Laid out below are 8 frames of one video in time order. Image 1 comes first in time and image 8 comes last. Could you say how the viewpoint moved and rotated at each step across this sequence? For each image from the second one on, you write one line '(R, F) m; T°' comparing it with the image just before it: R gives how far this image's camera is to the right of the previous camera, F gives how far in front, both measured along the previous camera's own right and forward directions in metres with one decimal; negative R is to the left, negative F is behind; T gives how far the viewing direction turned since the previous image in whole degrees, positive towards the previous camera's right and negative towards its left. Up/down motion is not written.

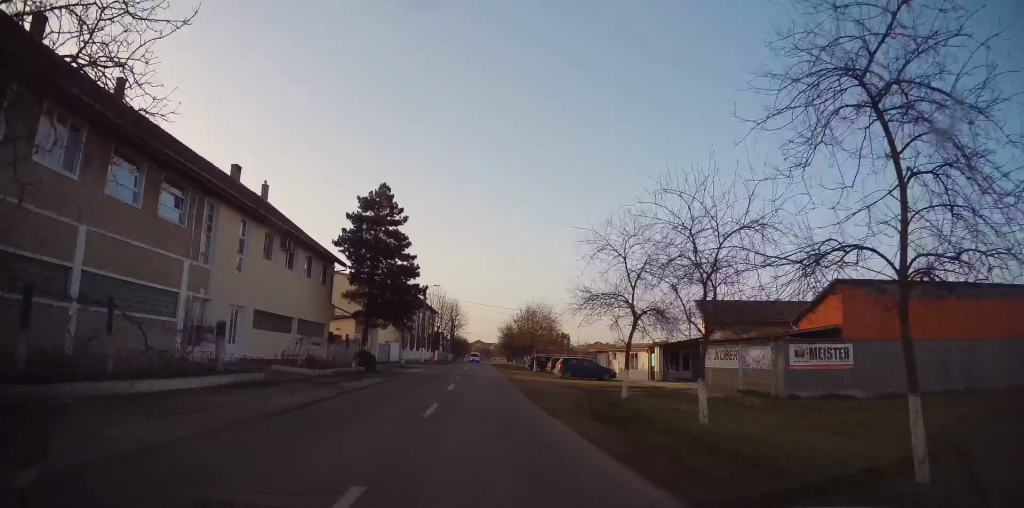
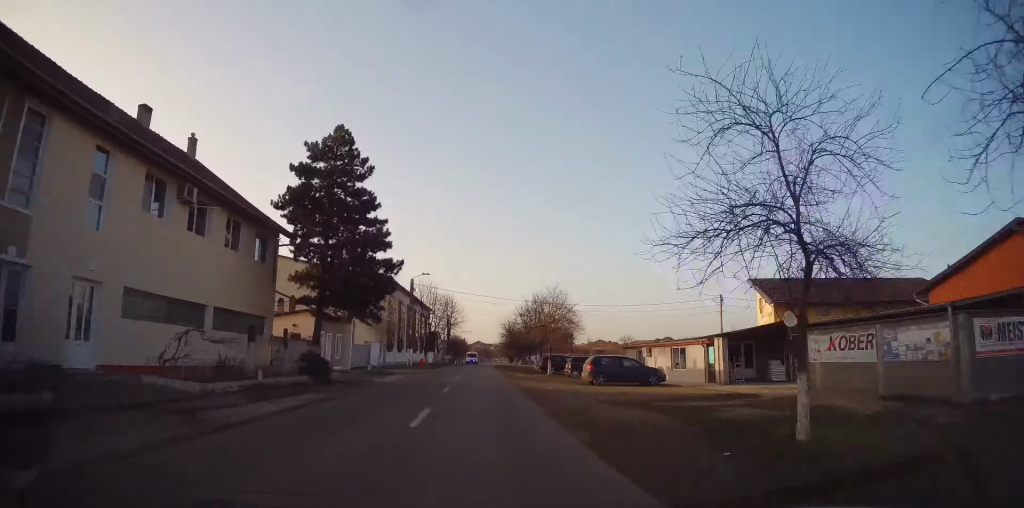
(-0.1, +10.1) m; 0°
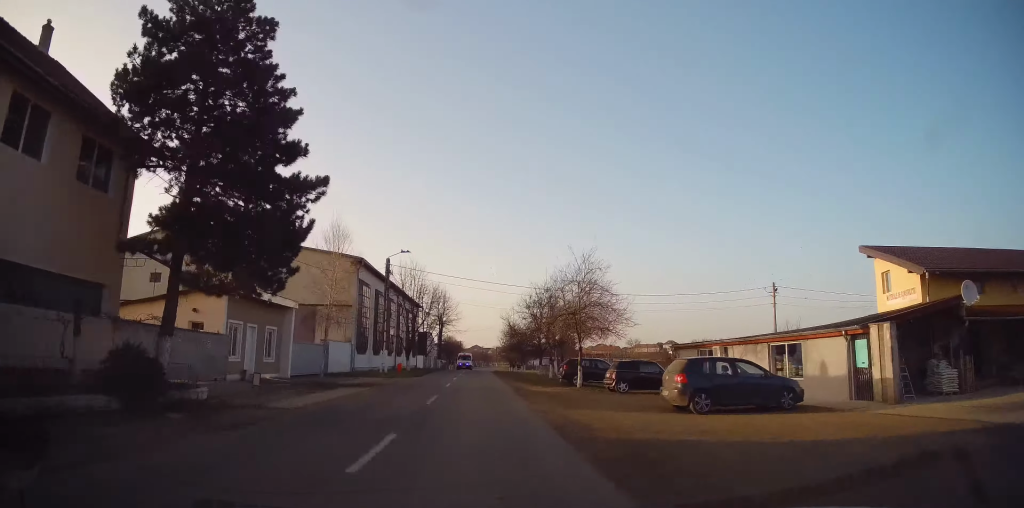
(+0.2, +12.4) m; +1°
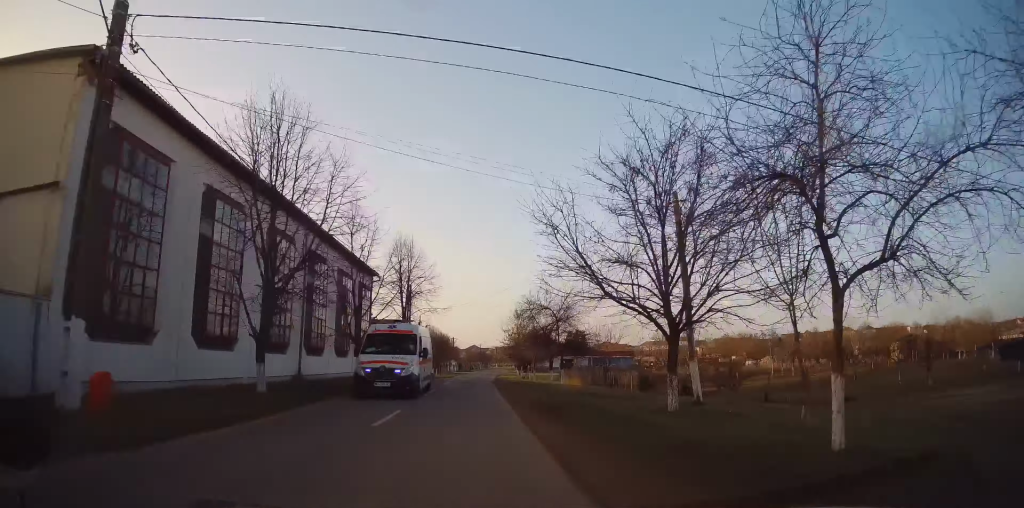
(0.0, +31.9) m; 0°
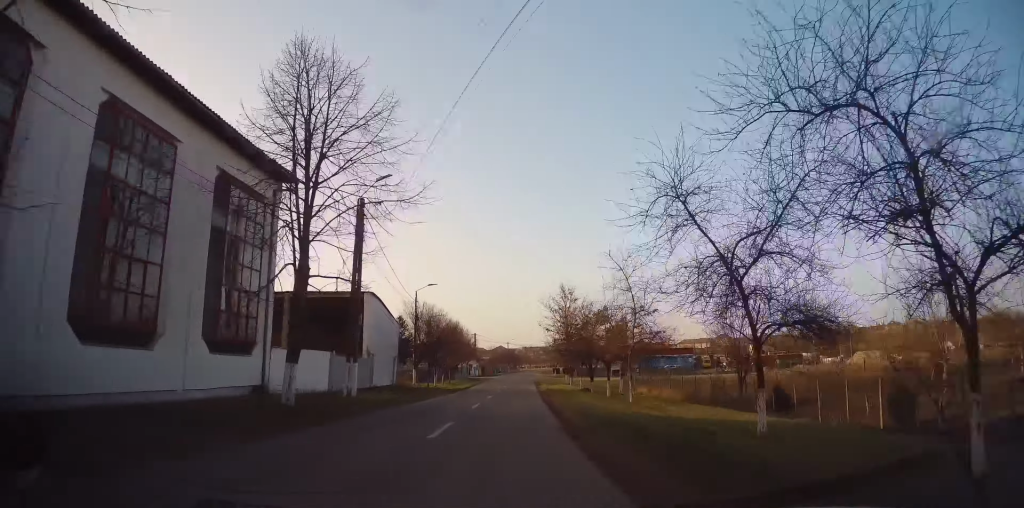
(-0.1, +26.4) m; -1°
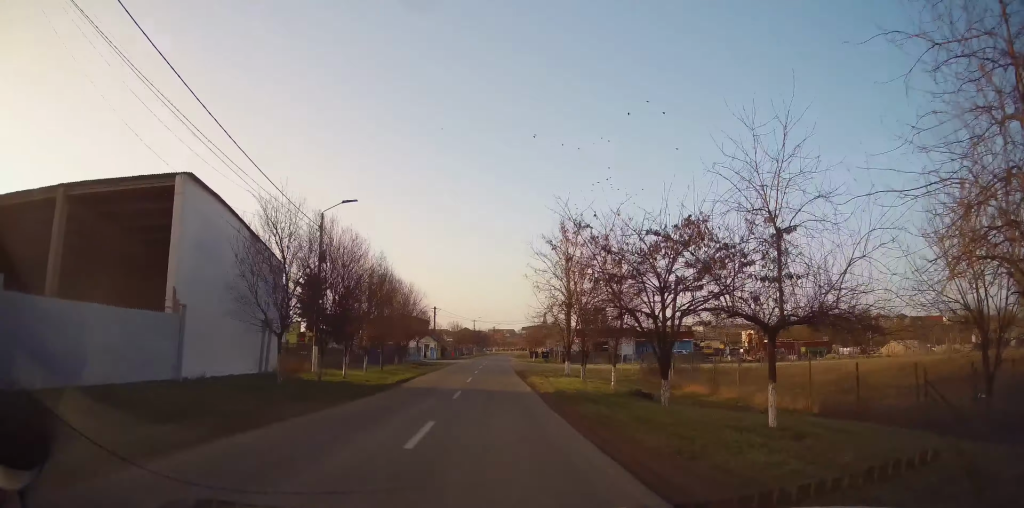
(-0.1, +19.5) m; +1°
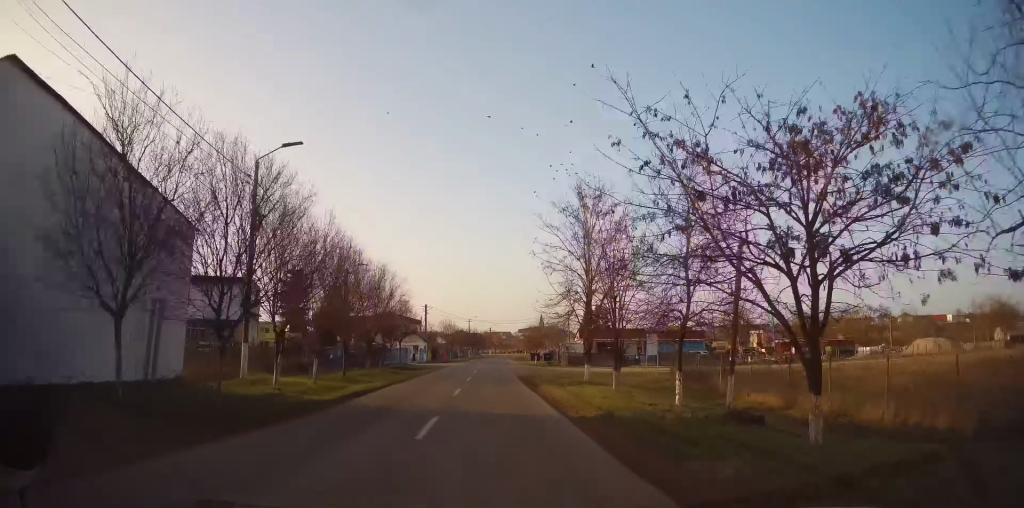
(+0.2, +7.8) m; +1°
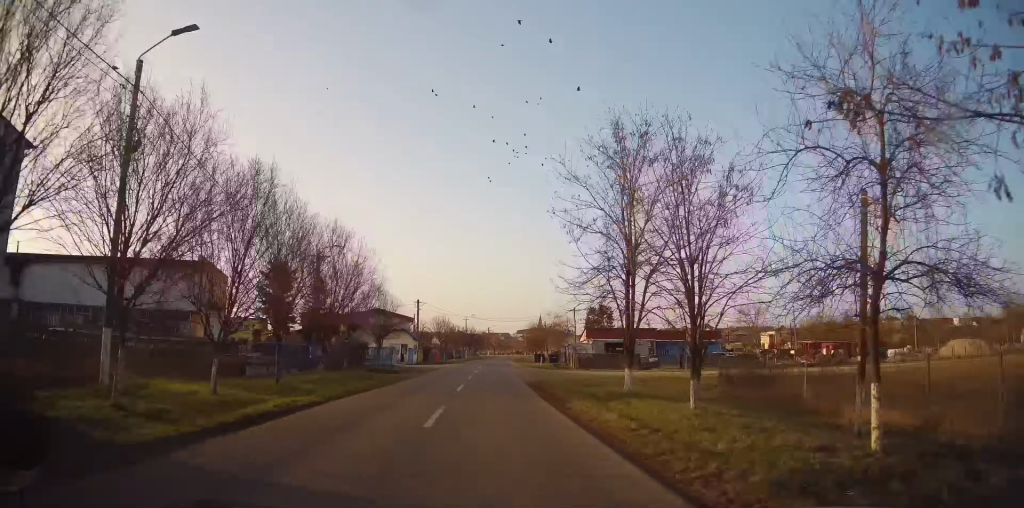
(+0.1, +7.8) m; +1°
